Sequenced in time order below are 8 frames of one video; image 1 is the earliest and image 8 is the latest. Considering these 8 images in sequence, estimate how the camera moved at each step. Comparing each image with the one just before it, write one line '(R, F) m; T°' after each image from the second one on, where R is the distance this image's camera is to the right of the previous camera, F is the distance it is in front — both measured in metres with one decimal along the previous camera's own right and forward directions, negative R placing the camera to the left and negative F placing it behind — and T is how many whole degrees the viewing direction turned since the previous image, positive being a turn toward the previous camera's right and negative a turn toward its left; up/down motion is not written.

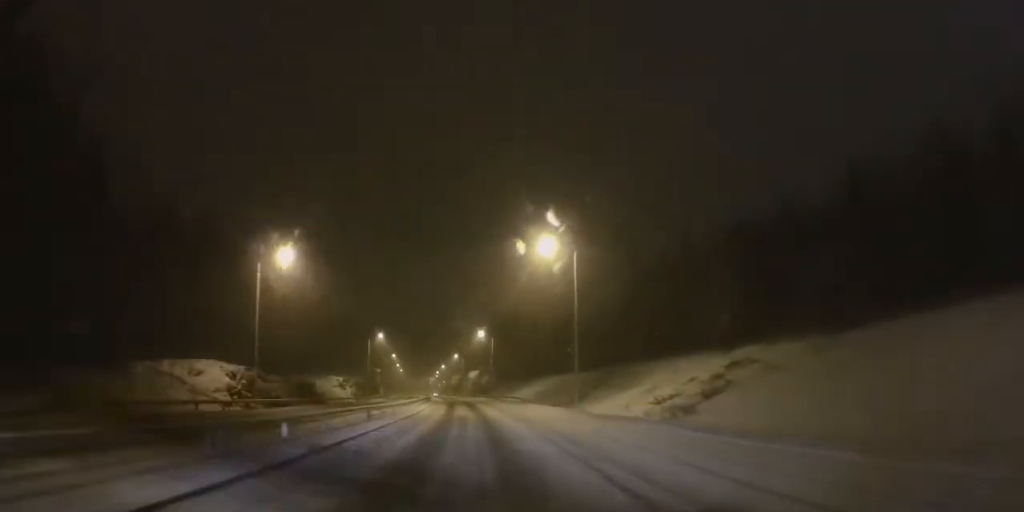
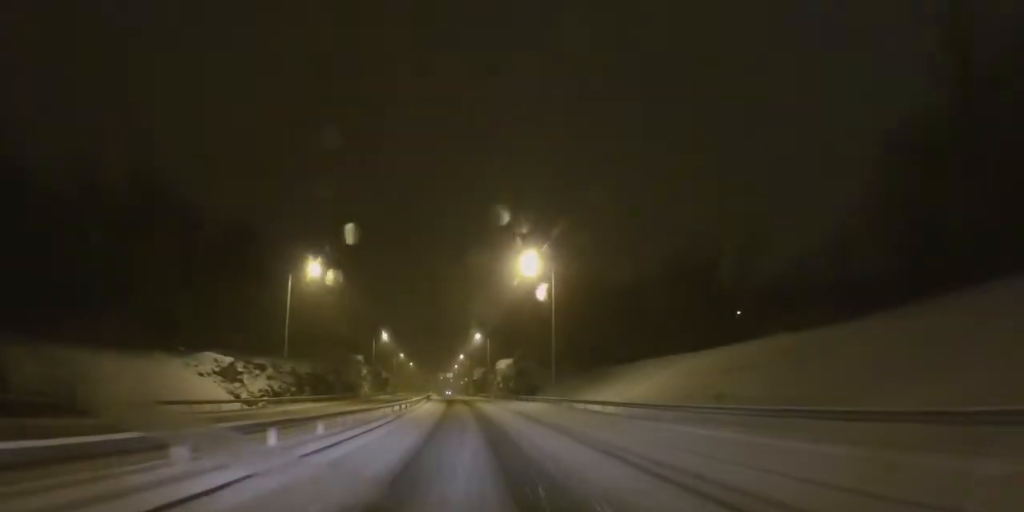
(-1.0, +62.2) m; -3°
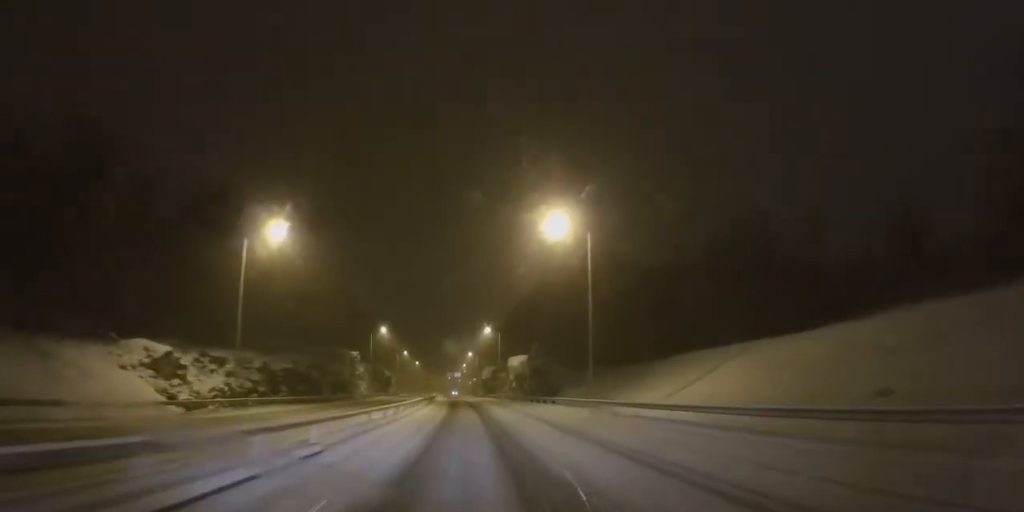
(-0.3, +13.3) m; -1°
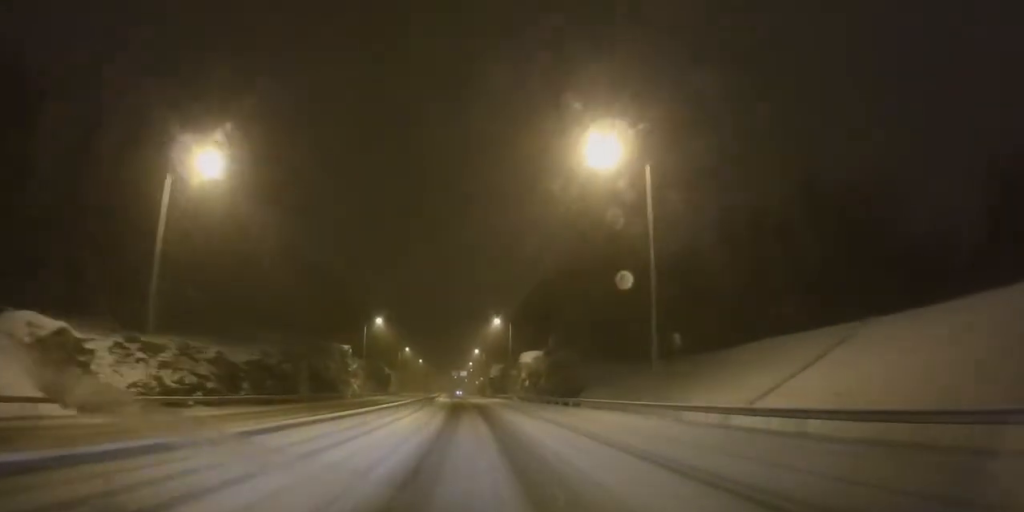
(-0.1, +12.7) m; -1°
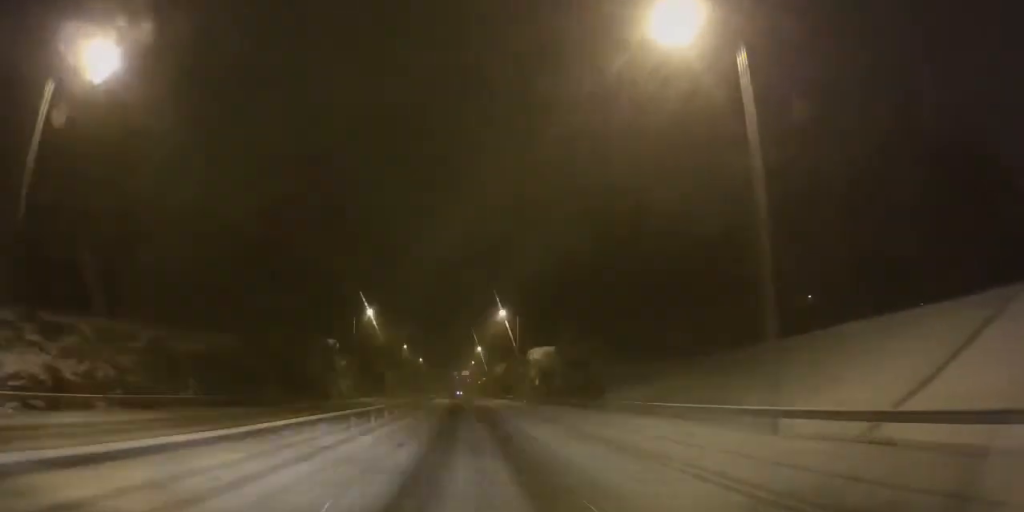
(0.0, +10.8) m; 0°
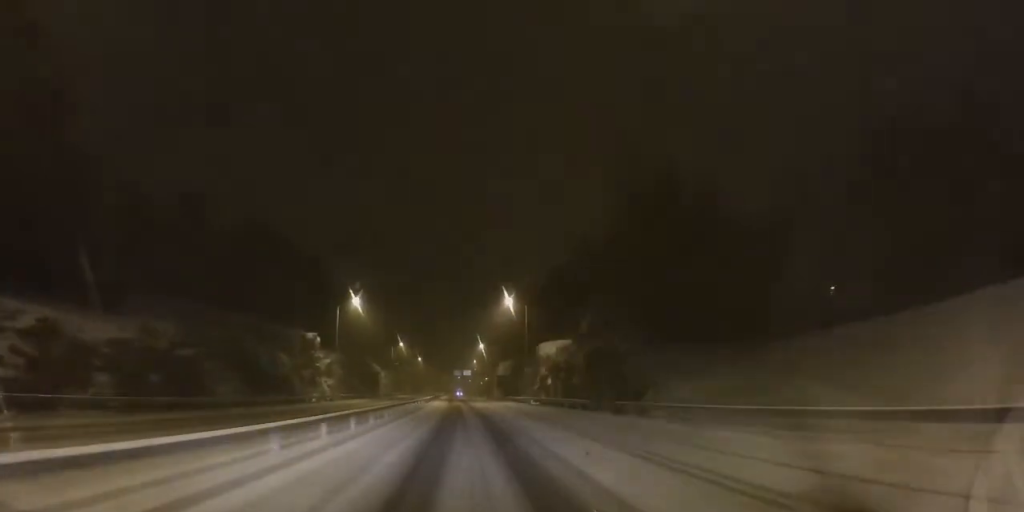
(0.0, +11.7) m; 0°
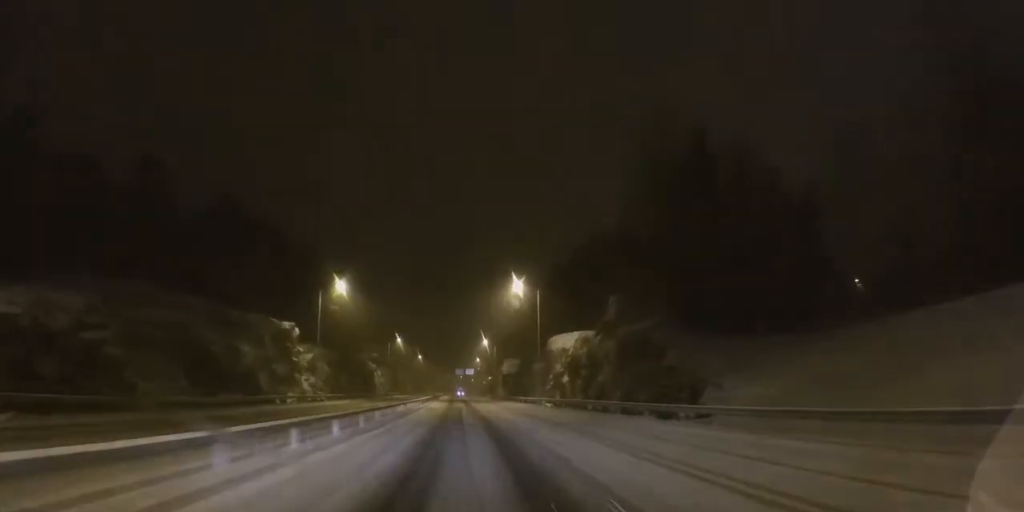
(0.0, +10.3) m; 0°
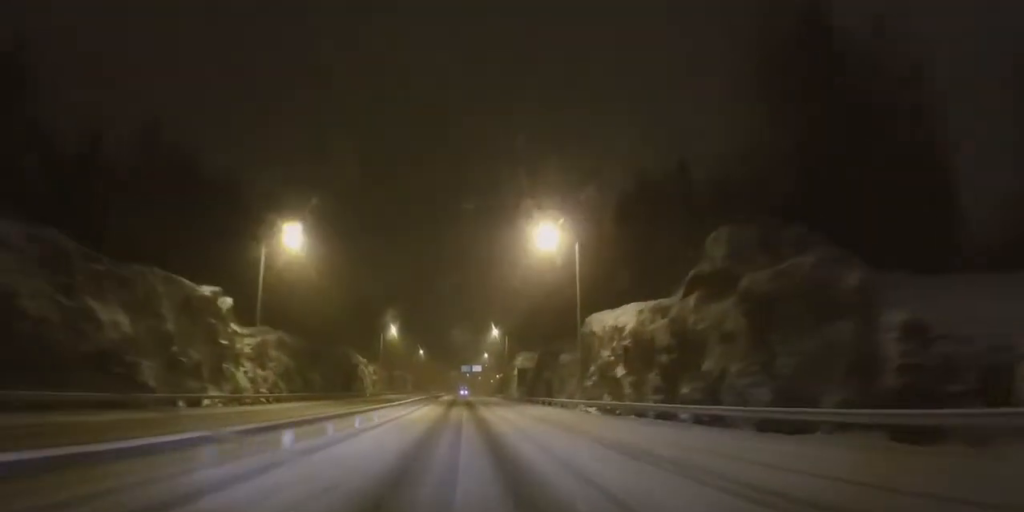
(0.0, +20.3) m; -1°
